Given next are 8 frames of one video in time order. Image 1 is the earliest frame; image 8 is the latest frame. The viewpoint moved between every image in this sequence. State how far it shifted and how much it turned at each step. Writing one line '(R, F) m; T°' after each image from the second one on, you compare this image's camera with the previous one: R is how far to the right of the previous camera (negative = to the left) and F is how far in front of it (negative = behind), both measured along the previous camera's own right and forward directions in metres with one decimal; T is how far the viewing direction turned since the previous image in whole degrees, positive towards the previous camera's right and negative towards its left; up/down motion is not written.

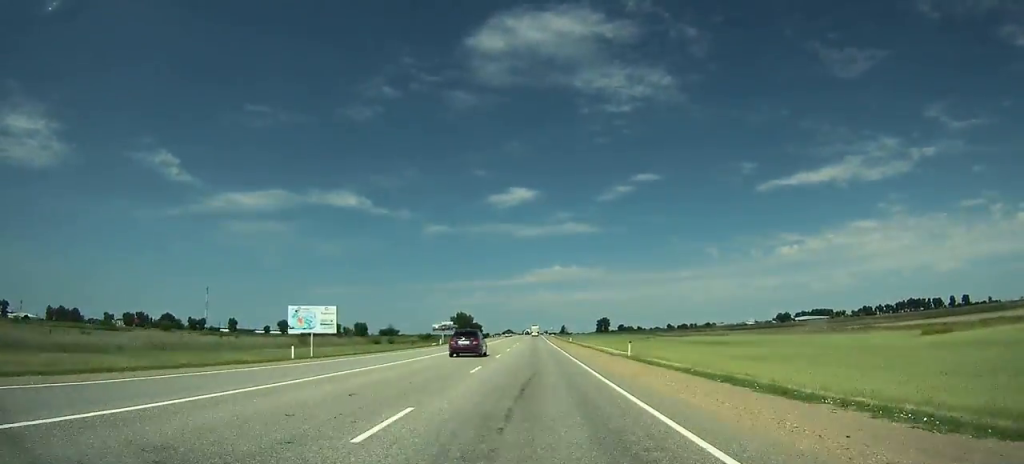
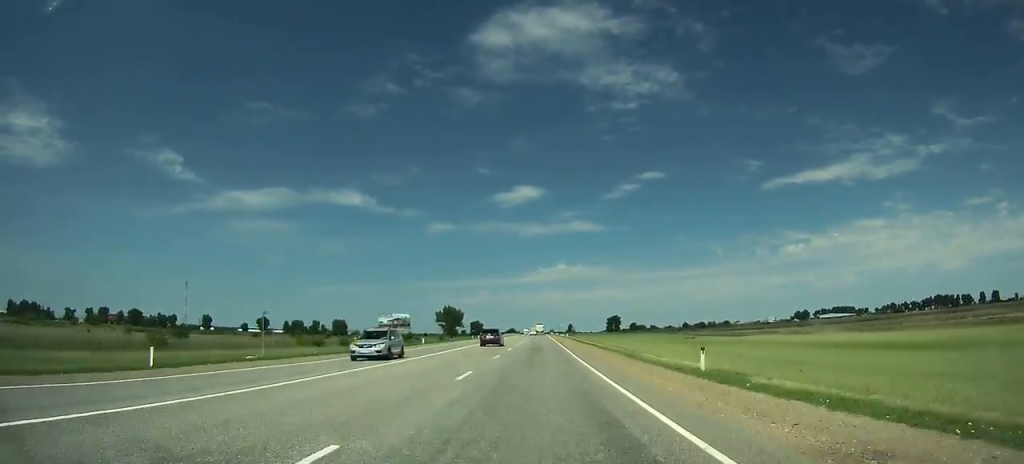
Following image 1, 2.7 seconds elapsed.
(+0.1, +63.0) m; 0°
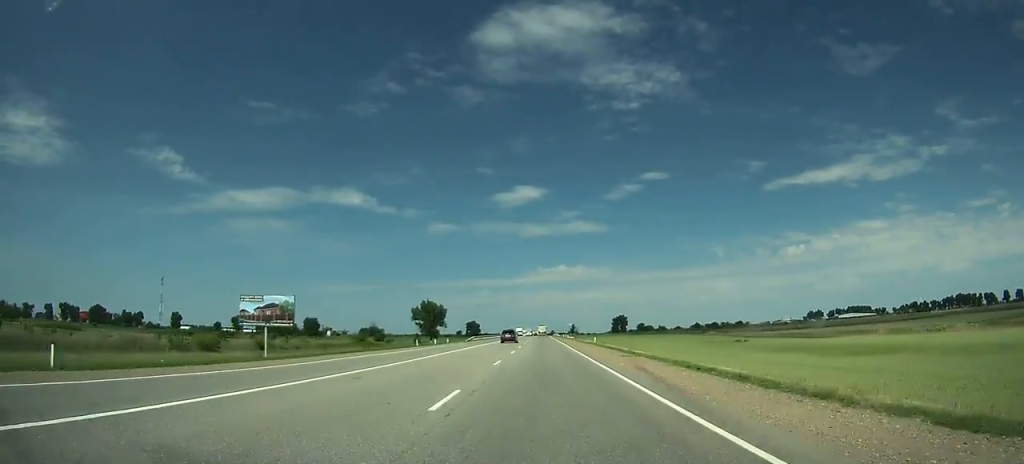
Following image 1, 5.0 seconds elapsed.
(-0.2, +52.8) m; 0°
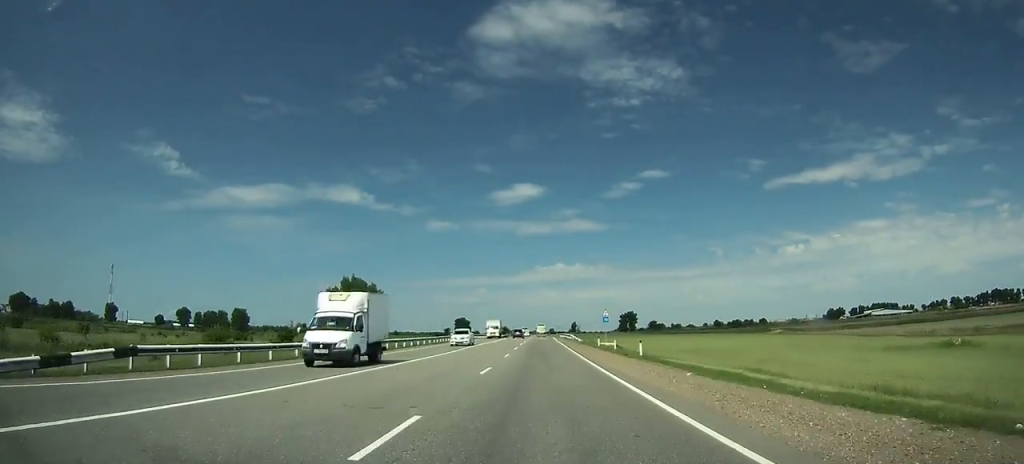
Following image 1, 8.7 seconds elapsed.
(+0.2, +83.2) m; 0°
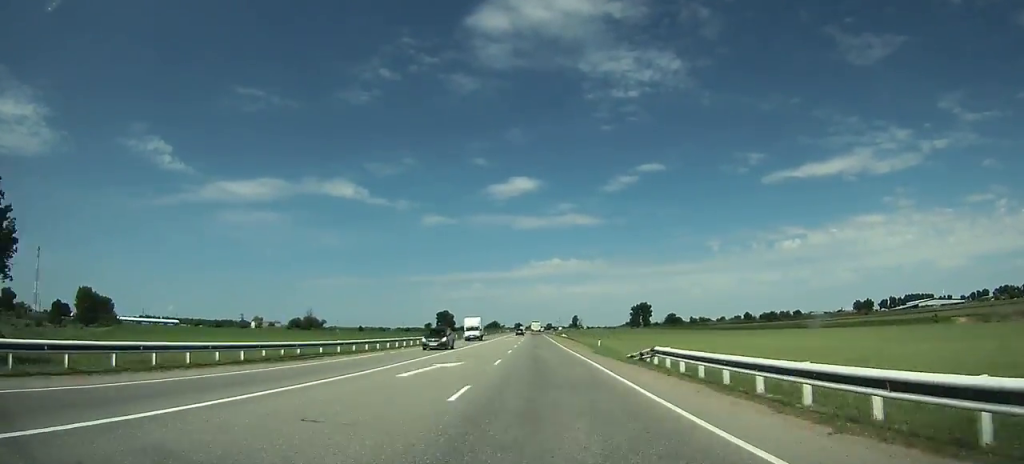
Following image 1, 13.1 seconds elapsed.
(0.0, +98.6) m; 0°
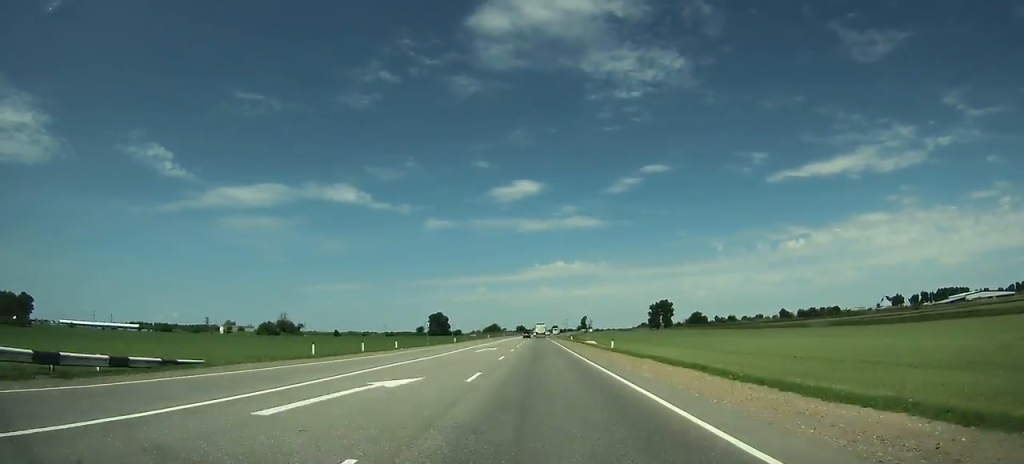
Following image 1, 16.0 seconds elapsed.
(+0.1, +65.0) m; 0°
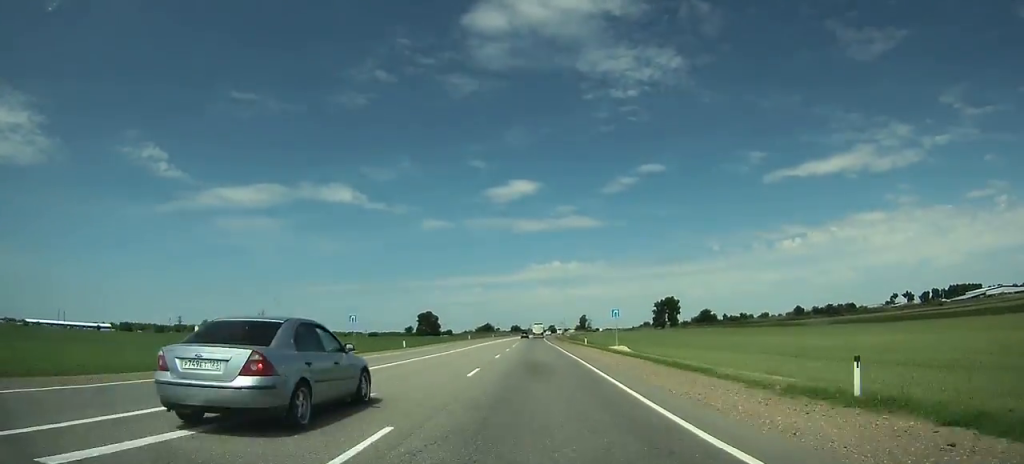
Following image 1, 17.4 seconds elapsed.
(0.0, +31.8) m; 0°
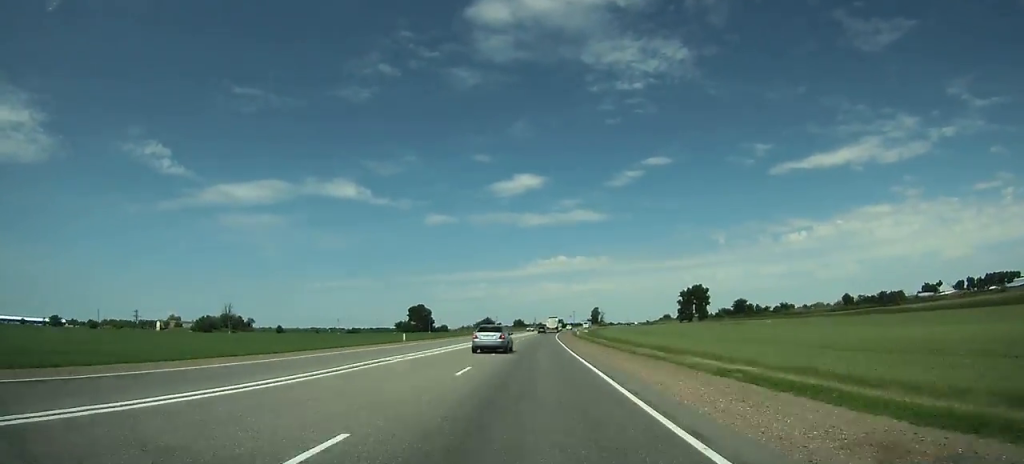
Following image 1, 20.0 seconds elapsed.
(0.0, +59.7) m; 0°
